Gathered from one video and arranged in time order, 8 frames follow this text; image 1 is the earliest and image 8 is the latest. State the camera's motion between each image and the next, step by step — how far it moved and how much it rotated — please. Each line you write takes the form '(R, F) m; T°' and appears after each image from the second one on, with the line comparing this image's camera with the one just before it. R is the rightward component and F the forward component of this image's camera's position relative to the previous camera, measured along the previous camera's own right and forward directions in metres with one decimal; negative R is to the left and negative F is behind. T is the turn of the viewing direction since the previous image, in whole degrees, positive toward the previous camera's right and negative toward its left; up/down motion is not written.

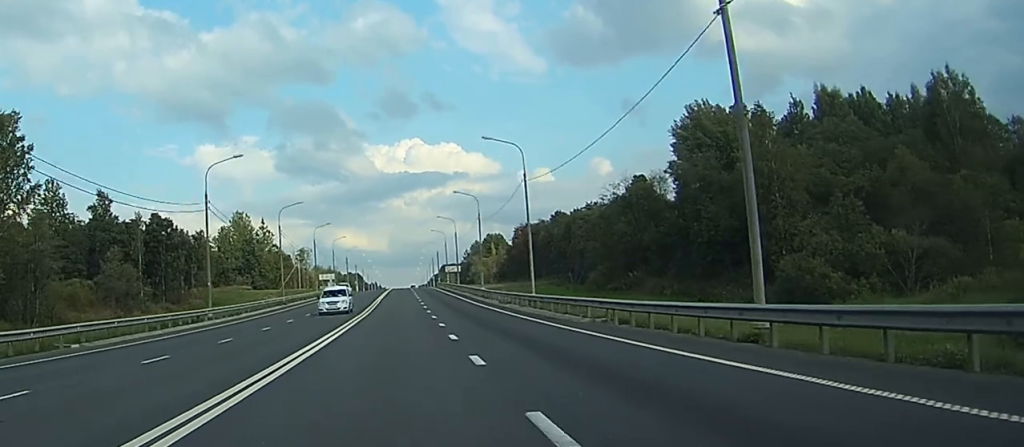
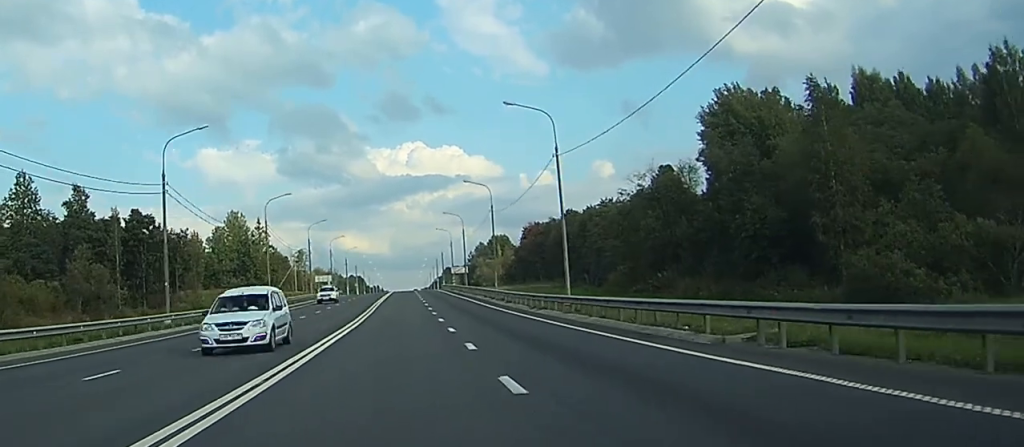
(0.0, +12.1) m; 0°
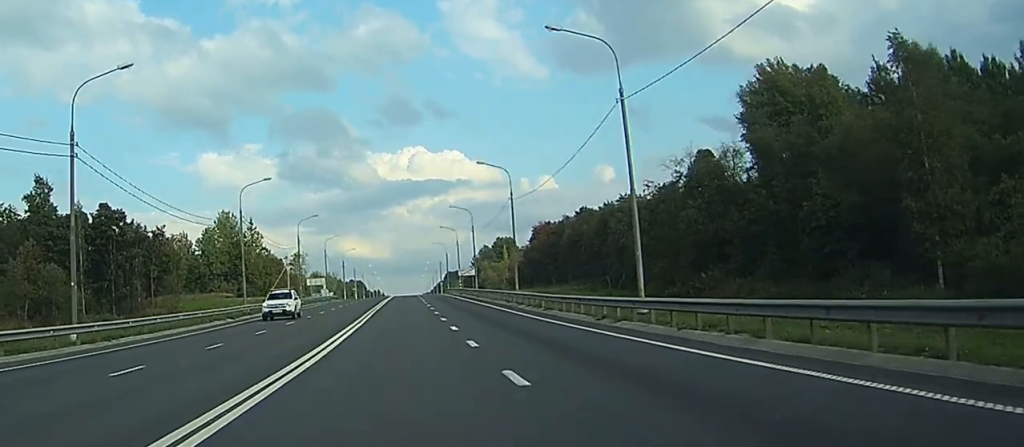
(0.0, +14.9) m; 0°
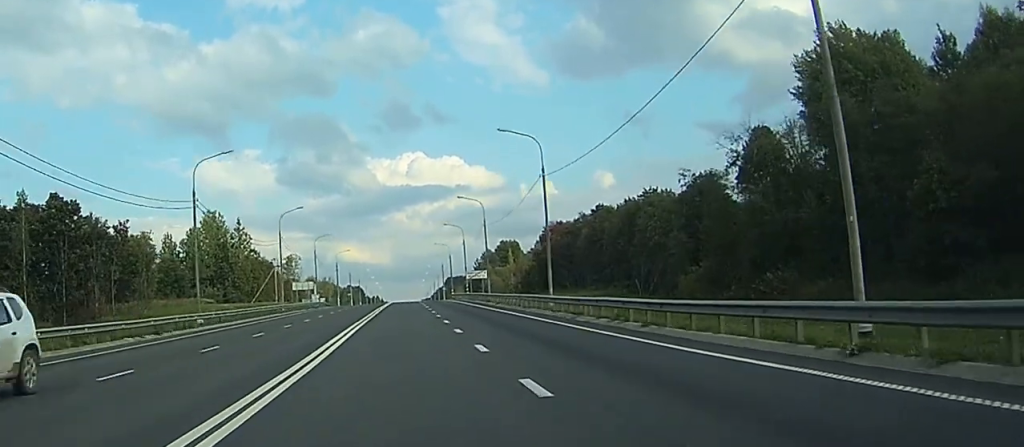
(0.0, +17.1) m; 0°
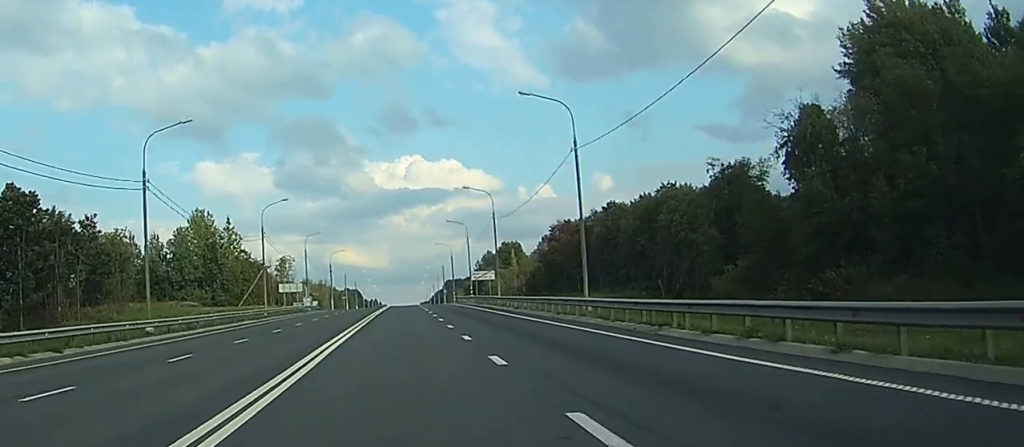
(0.0, +11.4) m; 0°
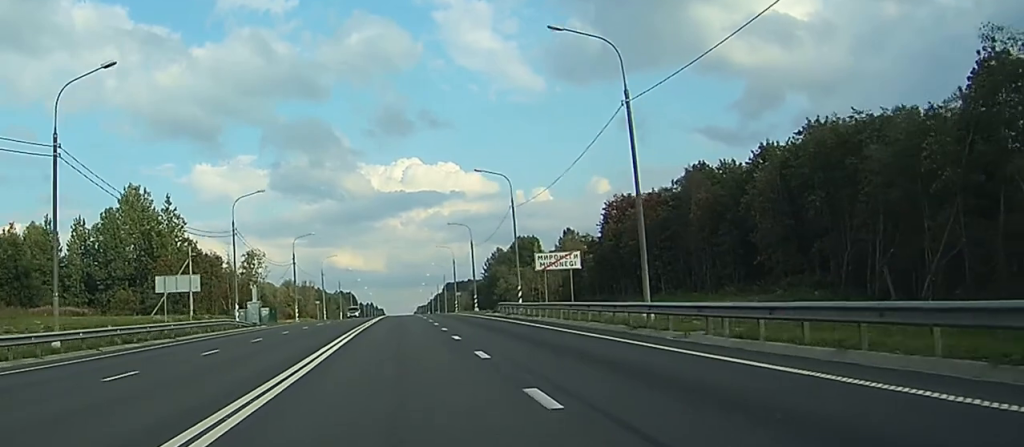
(+0.6, +53.0) m; +1°
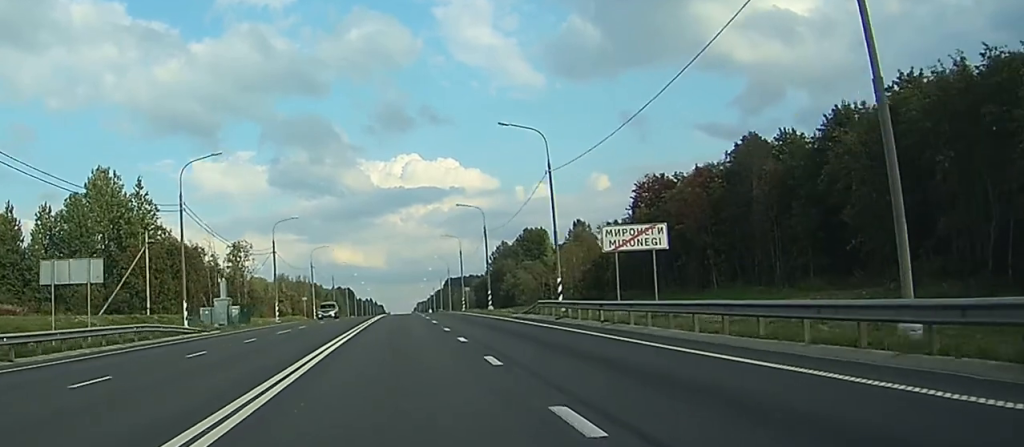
(0.0, +18.1) m; 0°
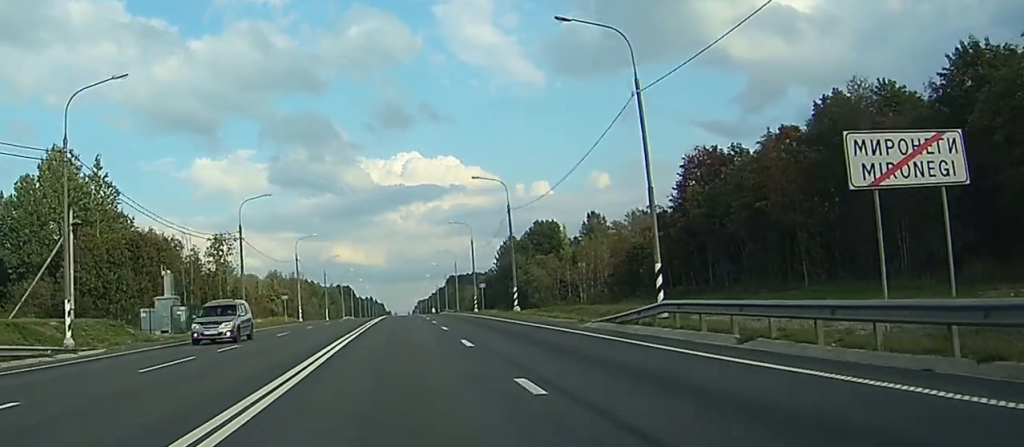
(-0.1, +20.6) m; 0°
